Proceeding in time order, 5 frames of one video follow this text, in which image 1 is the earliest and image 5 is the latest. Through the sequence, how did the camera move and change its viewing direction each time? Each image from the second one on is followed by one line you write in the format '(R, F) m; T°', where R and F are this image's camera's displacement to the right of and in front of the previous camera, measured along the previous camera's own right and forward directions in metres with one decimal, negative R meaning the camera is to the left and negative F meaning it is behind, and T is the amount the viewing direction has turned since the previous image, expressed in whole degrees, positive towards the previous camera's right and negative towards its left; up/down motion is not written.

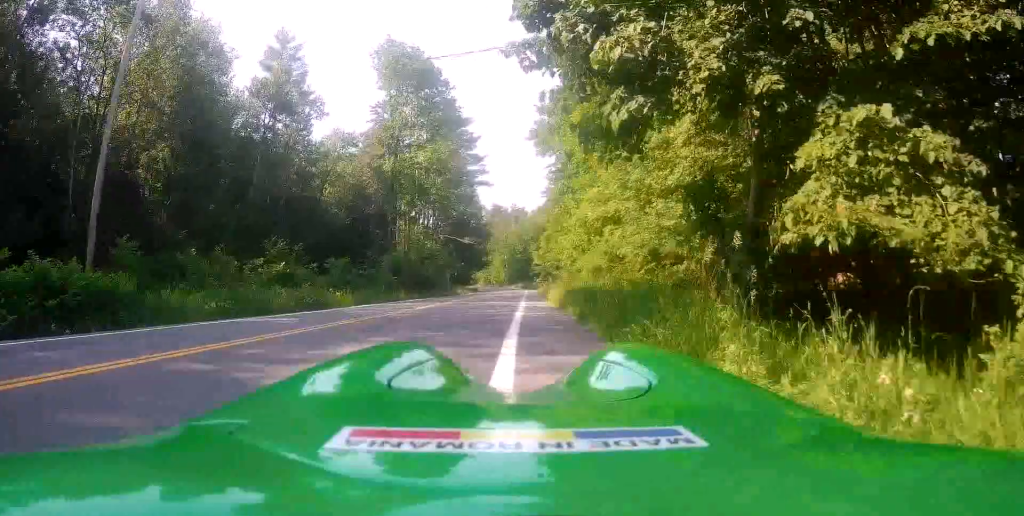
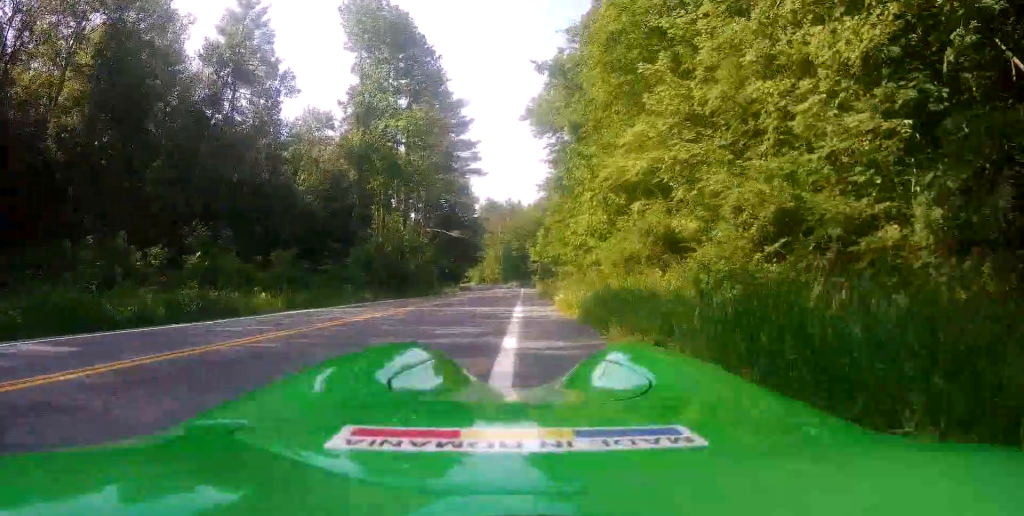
(0.0, +7.8) m; -1°
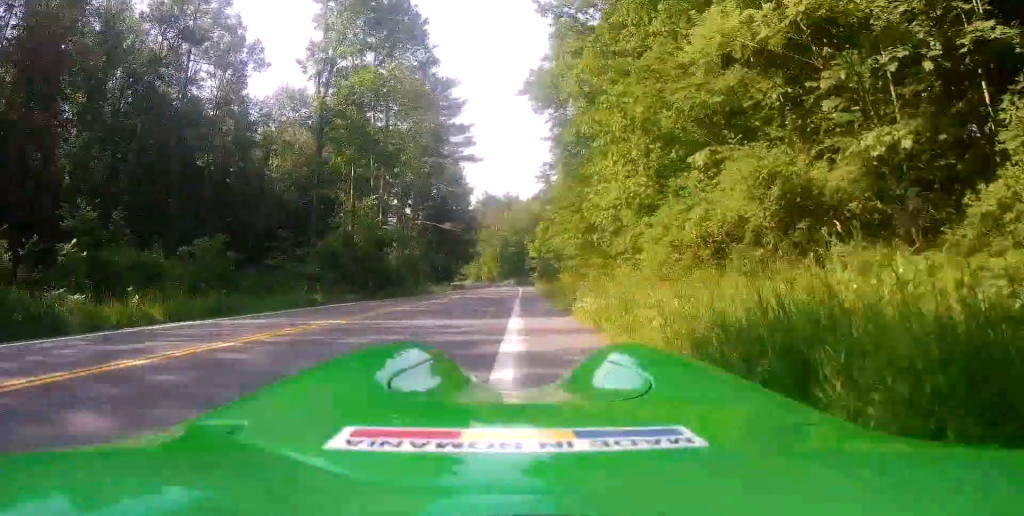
(-0.1, +7.0) m; -1°
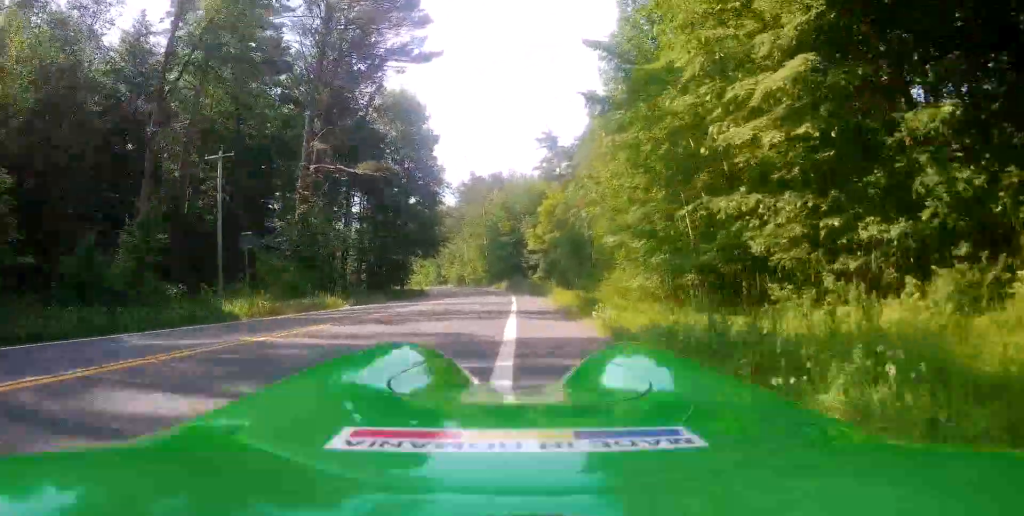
(+0.8, +35.1) m; +5°
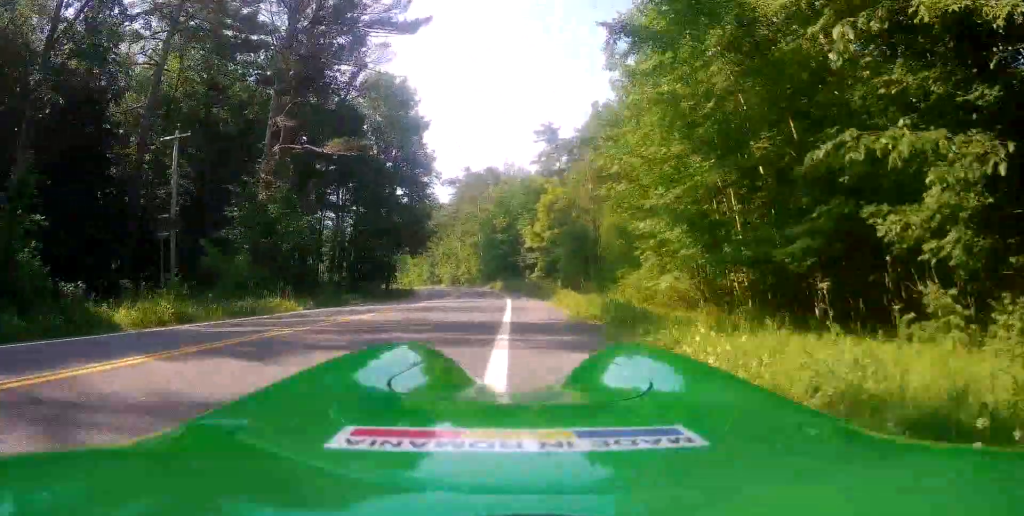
(0.0, +5.2) m; 0°
